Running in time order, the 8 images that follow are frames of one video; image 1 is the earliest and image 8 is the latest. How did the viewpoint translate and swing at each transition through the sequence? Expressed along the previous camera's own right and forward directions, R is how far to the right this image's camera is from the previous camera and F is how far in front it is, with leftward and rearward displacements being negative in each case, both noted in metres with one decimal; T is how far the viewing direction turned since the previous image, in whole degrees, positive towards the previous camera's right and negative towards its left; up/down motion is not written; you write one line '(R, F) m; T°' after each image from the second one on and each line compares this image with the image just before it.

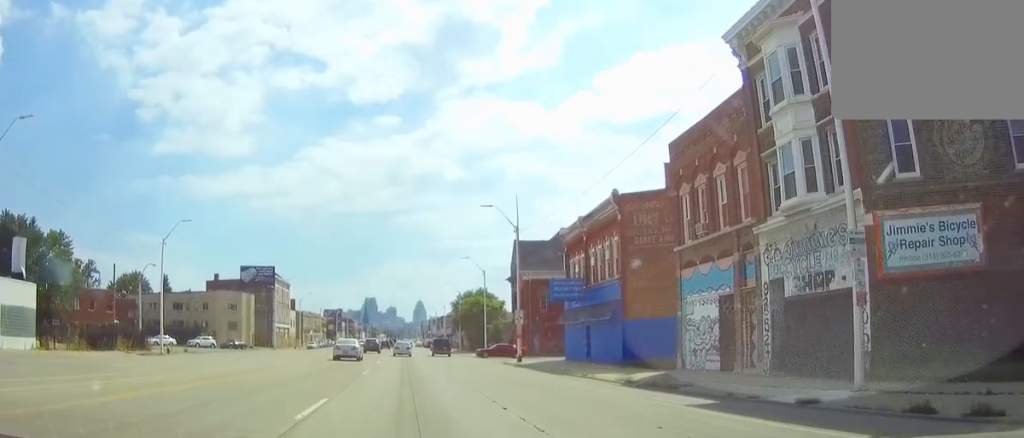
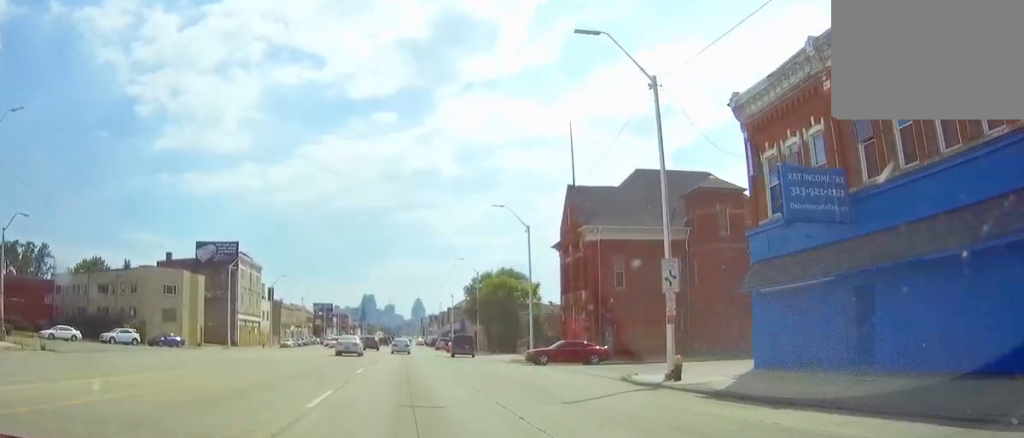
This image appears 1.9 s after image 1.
(-0.2, +30.1) m; -1°
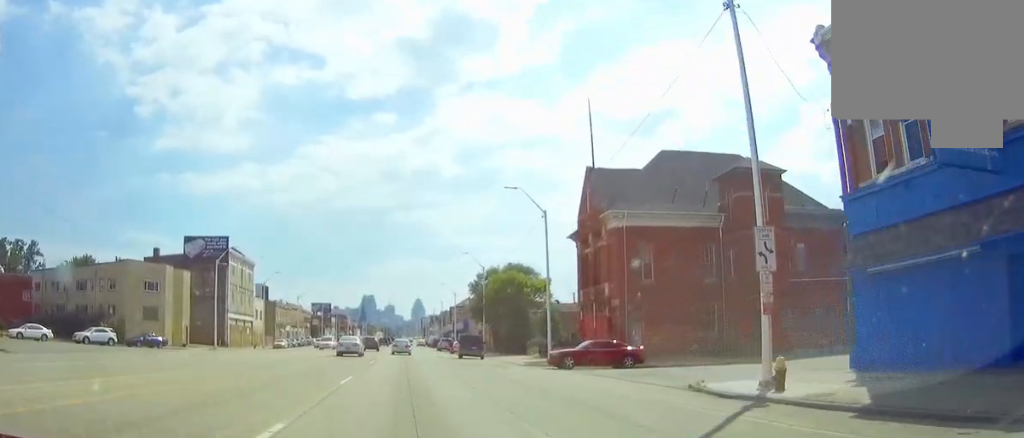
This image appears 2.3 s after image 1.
(0.0, +6.4) m; 0°
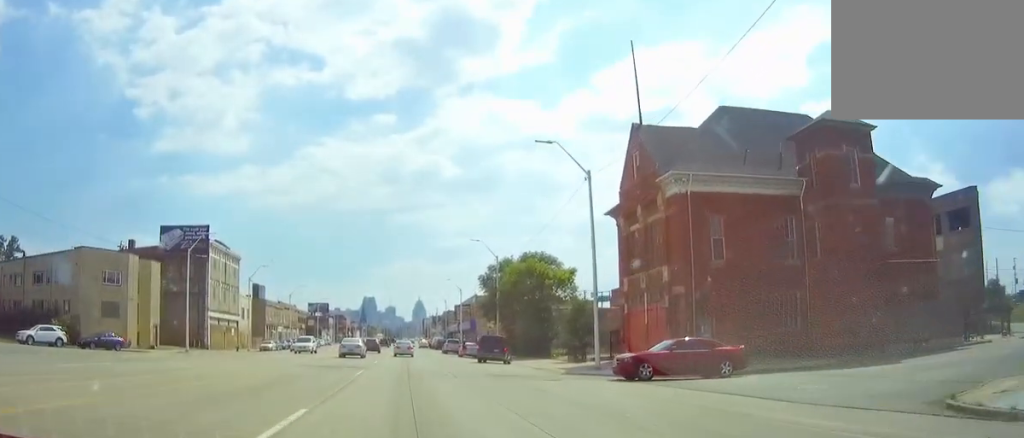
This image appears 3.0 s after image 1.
(0.0, +11.6) m; 0°
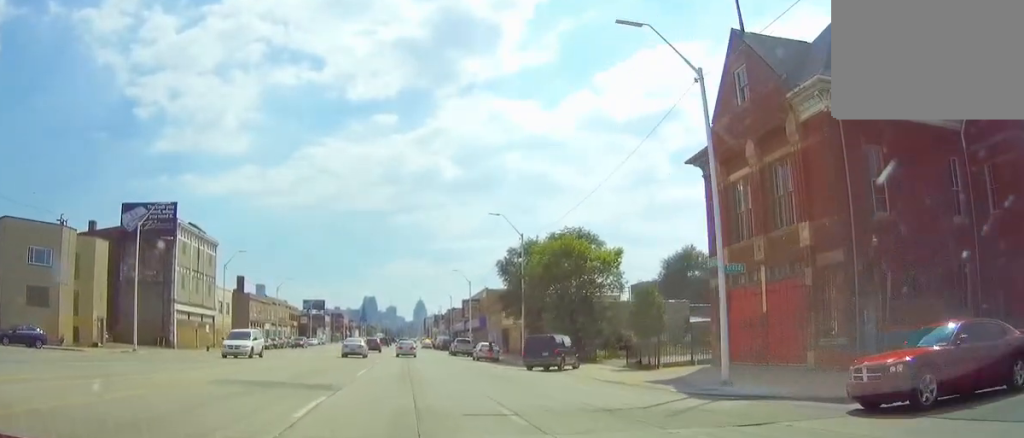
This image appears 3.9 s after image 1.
(-0.1, +14.1) m; 0°
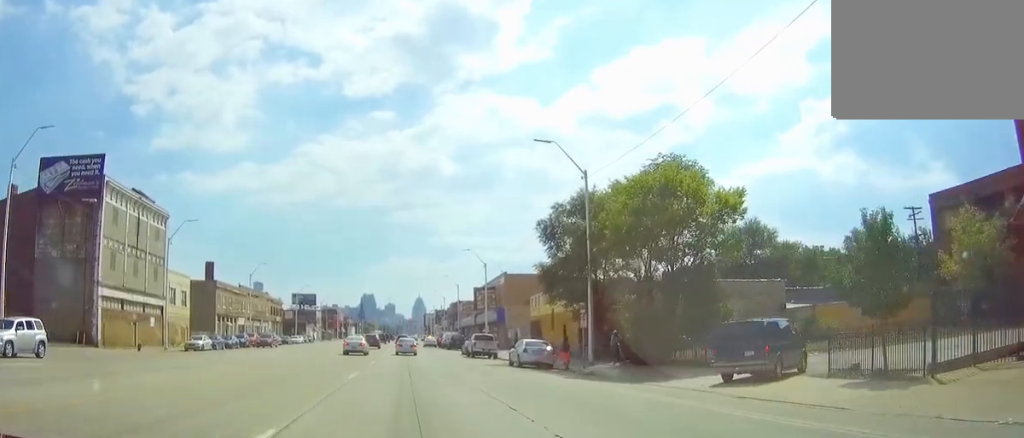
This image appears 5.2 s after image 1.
(-0.1, +20.7) m; 0°
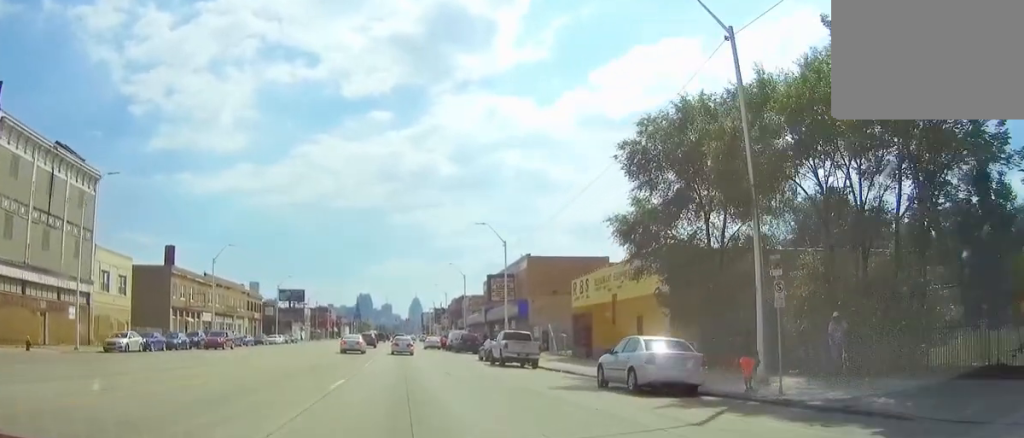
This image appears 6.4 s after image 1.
(0.0, +18.5) m; +1°
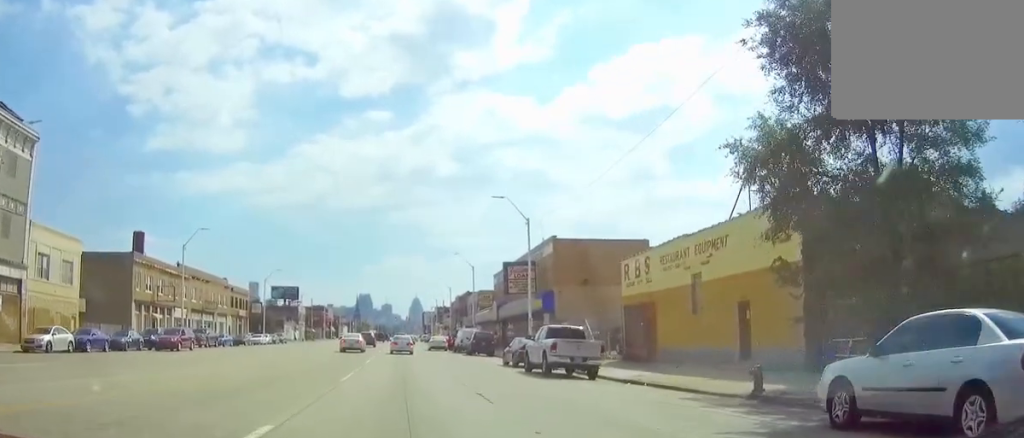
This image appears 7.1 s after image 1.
(+0.2, +11.6) m; +1°
